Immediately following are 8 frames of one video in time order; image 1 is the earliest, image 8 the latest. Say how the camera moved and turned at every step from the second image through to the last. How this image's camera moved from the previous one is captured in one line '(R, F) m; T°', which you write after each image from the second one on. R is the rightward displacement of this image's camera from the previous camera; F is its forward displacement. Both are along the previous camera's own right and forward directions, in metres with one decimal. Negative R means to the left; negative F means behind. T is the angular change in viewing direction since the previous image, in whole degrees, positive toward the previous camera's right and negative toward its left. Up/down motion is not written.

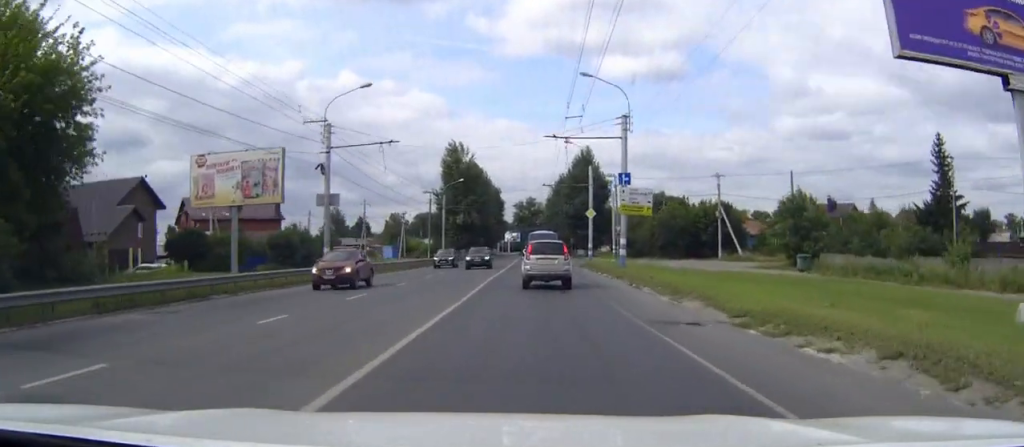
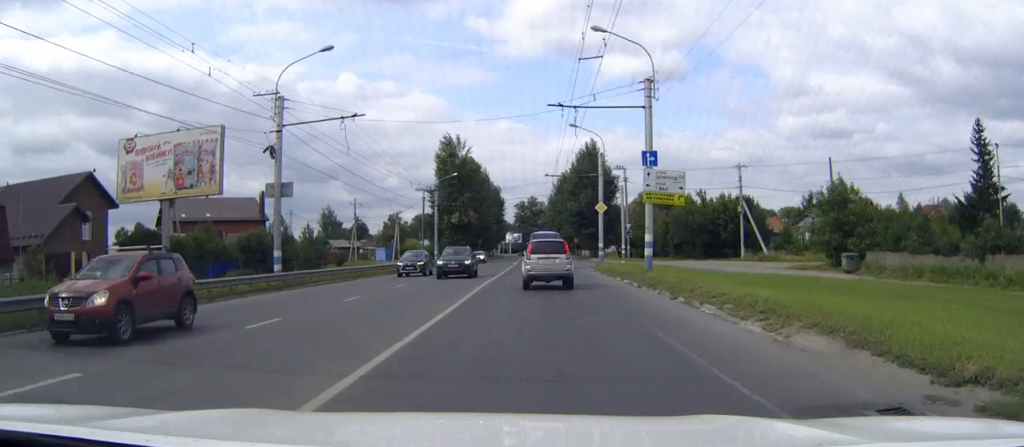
(0.0, +8.7) m; 0°
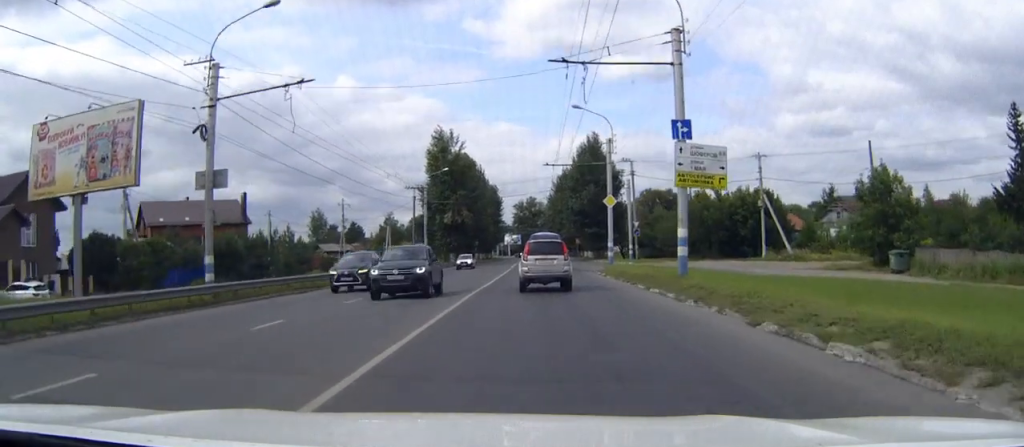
(0.0, +7.5) m; 0°
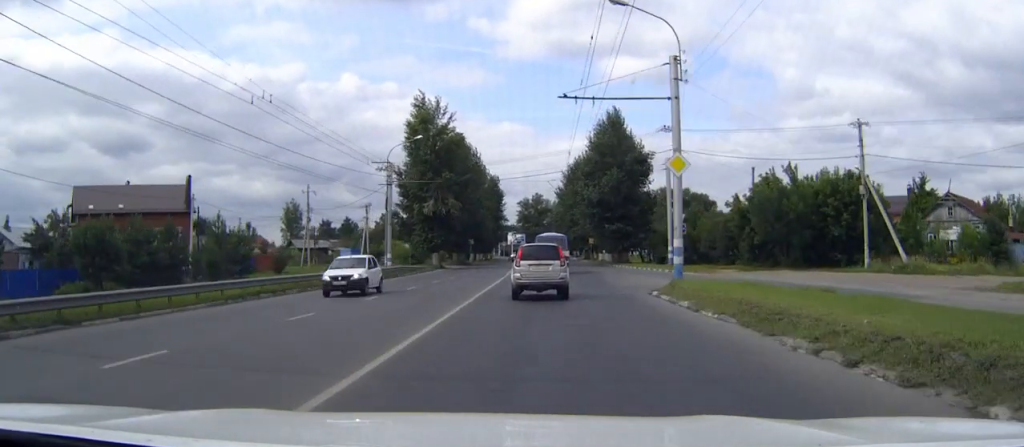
(0.0, +21.8) m; 0°
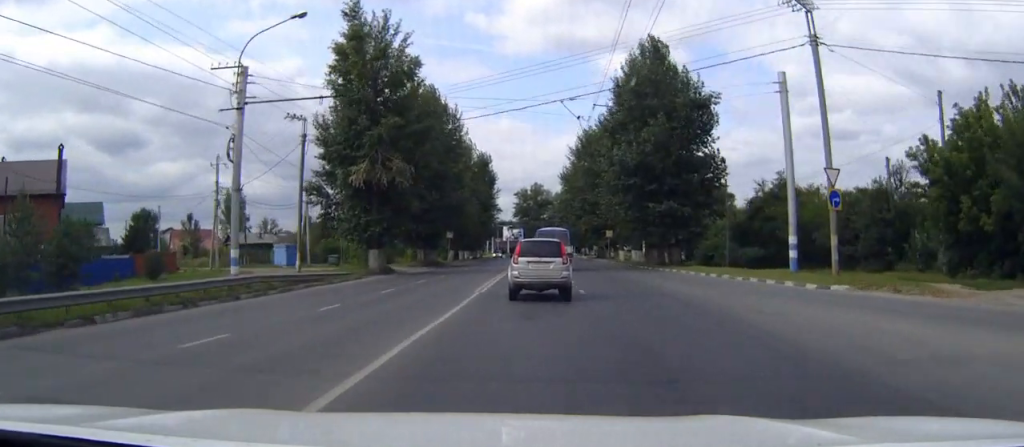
(-0.2, +29.8) m; 0°
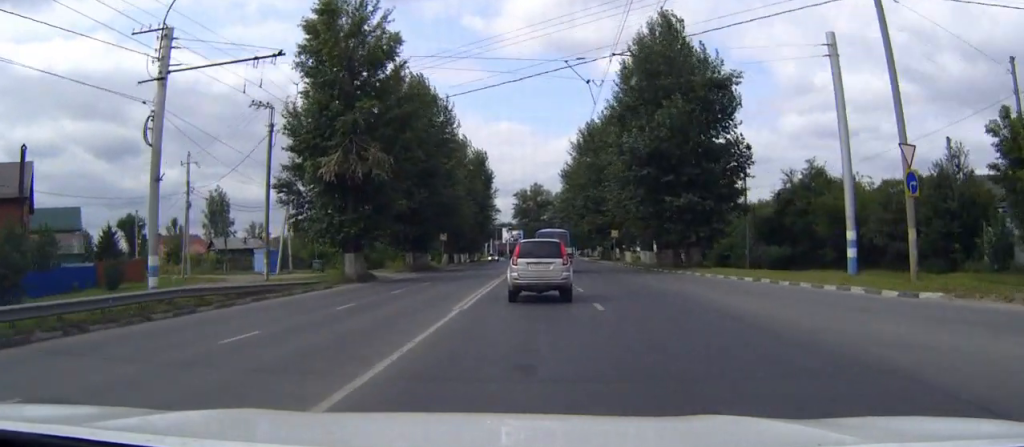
(0.0, +6.9) m; 0°
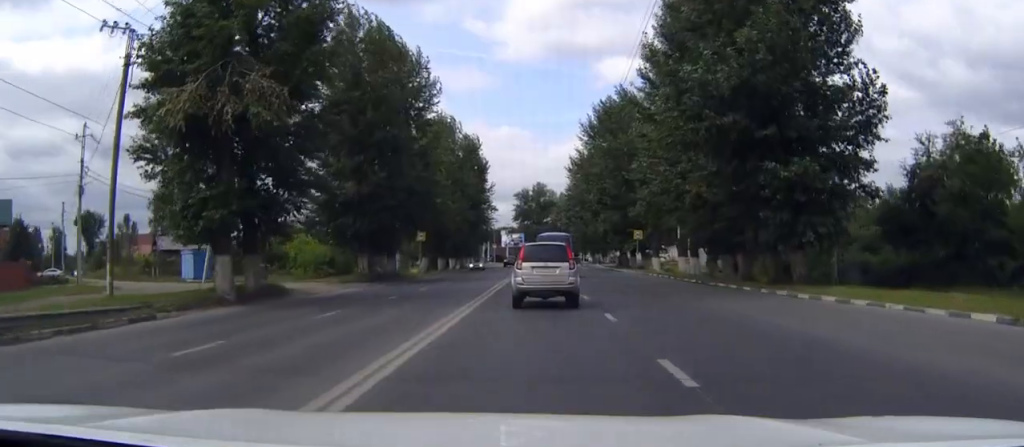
(0.0, +18.1) m; 0°
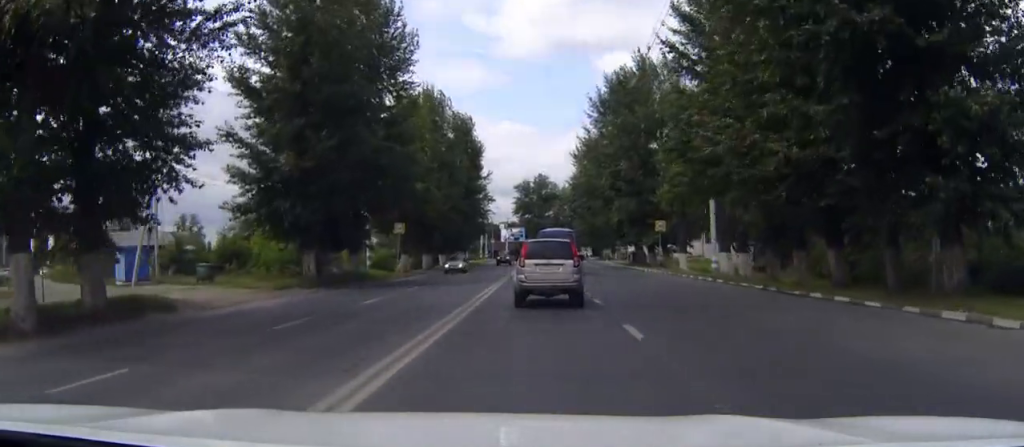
(0.0, +11.6) m; 0°
